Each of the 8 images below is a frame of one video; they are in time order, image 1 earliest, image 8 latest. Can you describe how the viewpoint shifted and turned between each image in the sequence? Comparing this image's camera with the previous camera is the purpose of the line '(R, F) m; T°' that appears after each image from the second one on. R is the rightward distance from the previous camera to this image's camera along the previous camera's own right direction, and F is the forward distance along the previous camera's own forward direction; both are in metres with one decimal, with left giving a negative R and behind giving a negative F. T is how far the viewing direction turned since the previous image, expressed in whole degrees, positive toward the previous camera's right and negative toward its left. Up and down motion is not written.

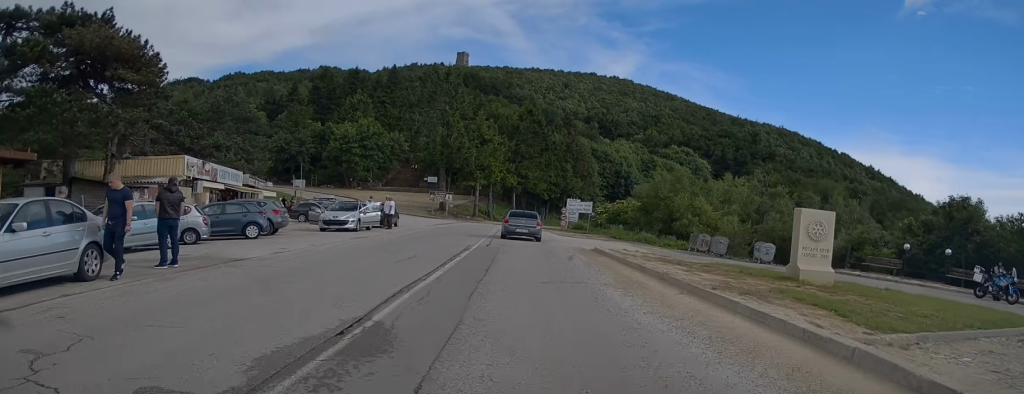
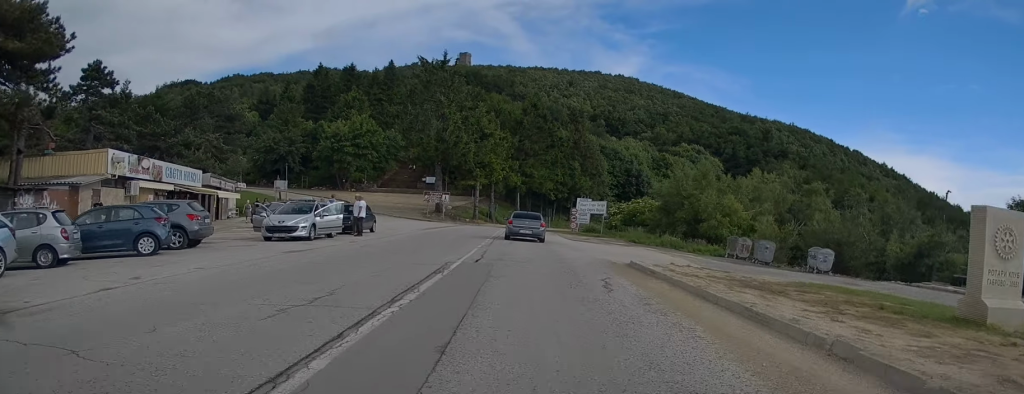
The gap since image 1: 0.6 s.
(-0.1, +7.6) m; -1°
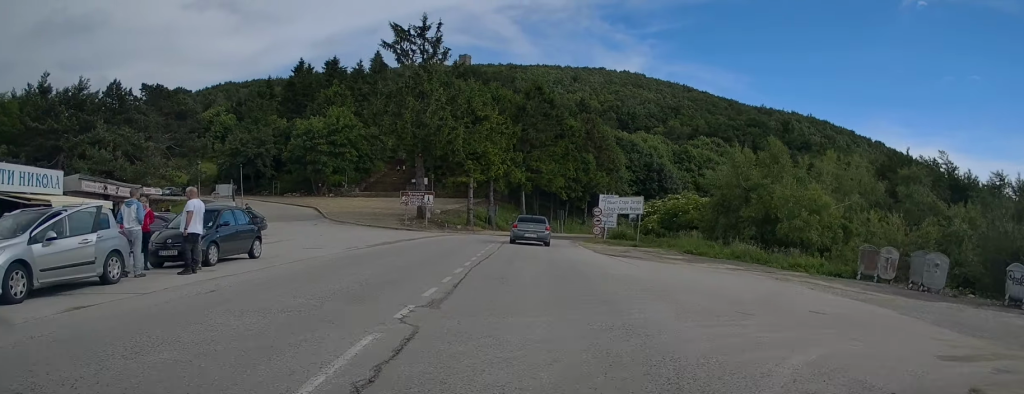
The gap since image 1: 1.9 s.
(-0.1, +15.4) m; 0°
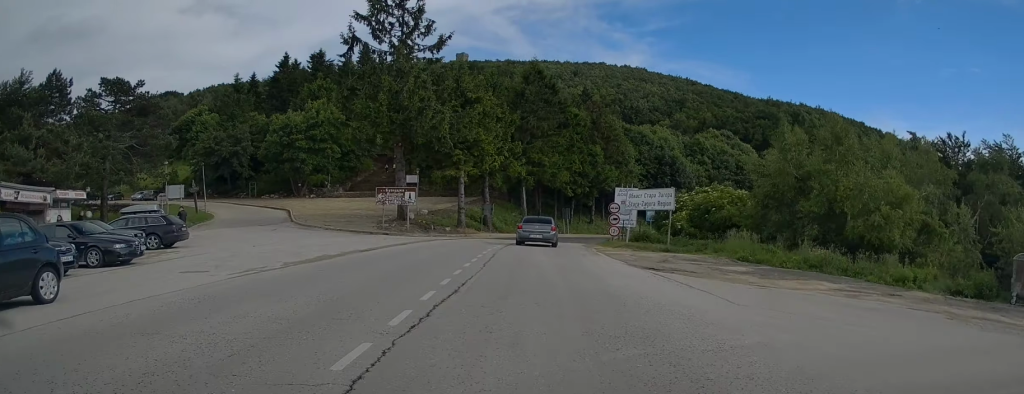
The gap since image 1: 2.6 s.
(+0.1, +8.6) m; 0°
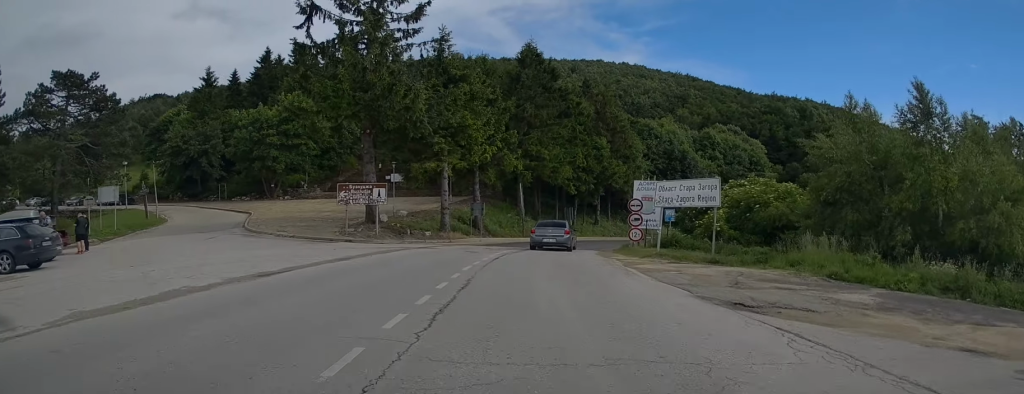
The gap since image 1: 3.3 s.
(0.0, +8.3) m; 0°
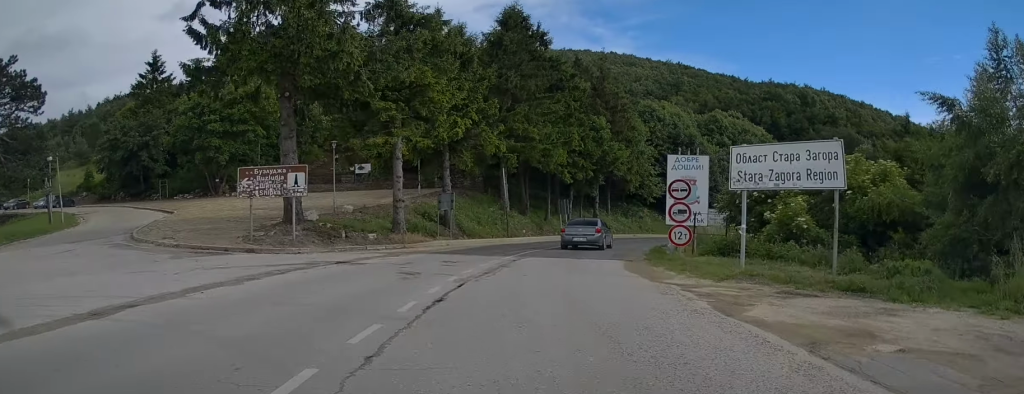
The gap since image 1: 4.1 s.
(-0.1, +11.0) m; +2°
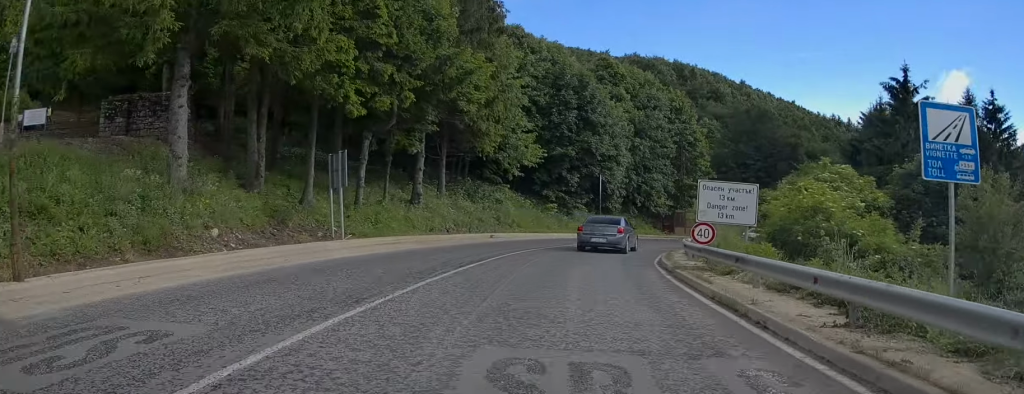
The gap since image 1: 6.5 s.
(+3.5, +30.3) m; +14°
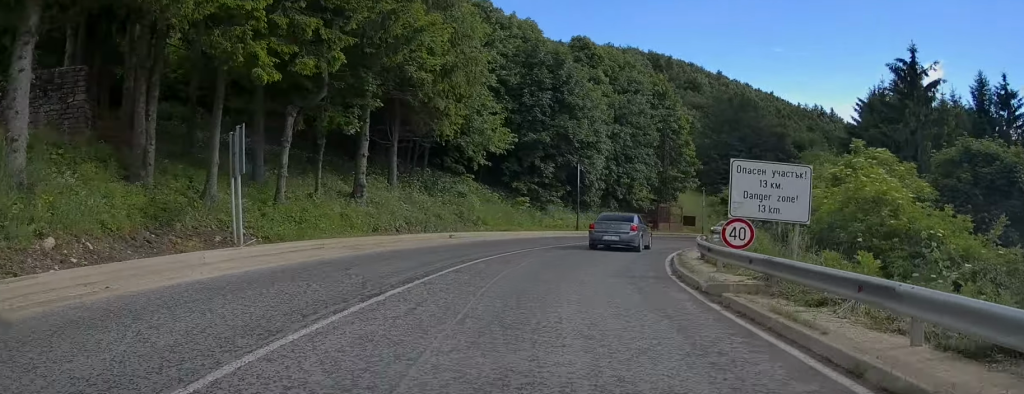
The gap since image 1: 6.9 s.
(0.0, +5.7) m; +3°
